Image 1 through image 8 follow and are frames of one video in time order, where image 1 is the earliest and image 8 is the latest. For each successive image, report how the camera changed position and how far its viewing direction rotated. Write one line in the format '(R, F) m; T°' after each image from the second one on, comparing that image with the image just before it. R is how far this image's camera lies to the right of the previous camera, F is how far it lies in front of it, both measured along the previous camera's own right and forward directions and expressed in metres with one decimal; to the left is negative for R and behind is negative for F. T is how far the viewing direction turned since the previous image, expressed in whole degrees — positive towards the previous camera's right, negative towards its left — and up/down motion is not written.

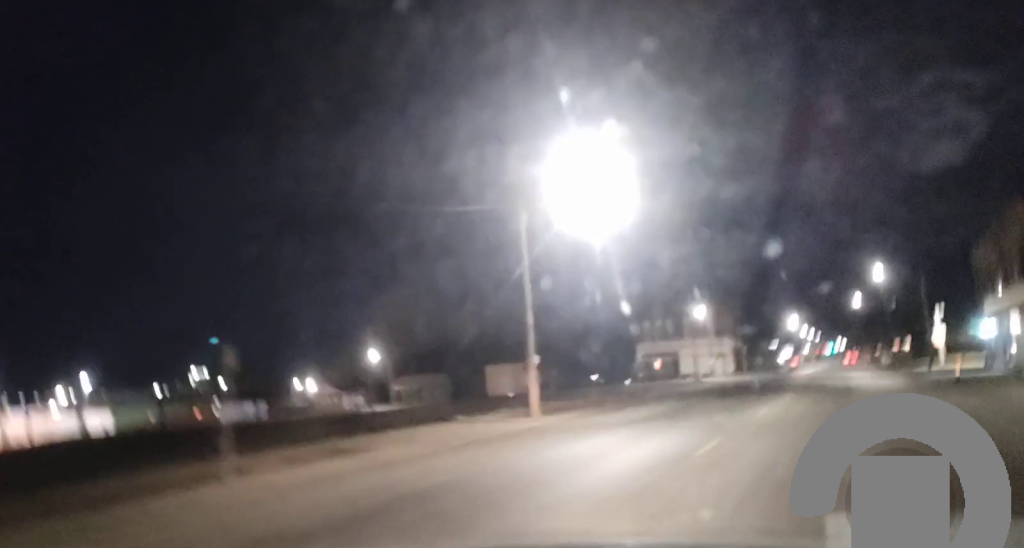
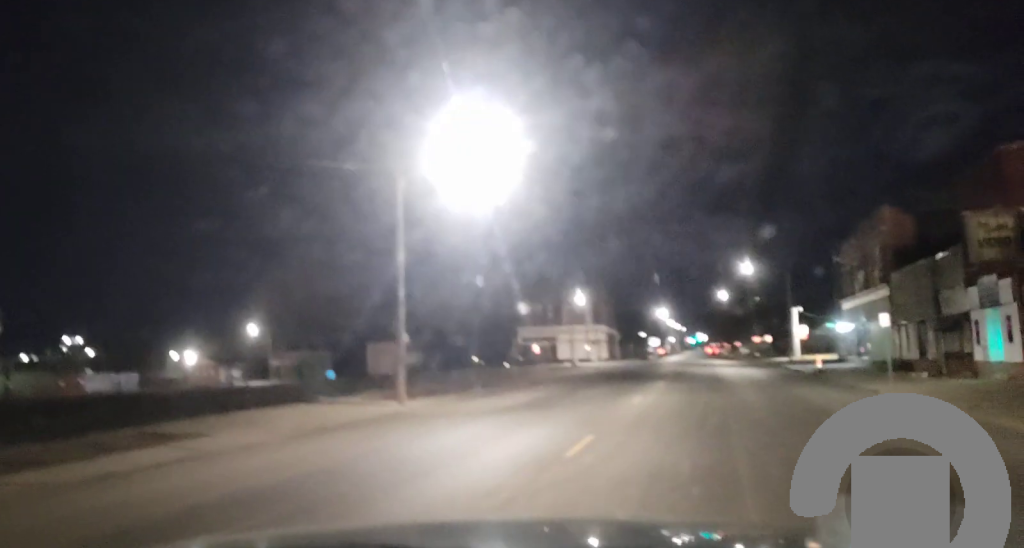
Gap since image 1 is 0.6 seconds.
(+0.3, +3.2) m; +9°
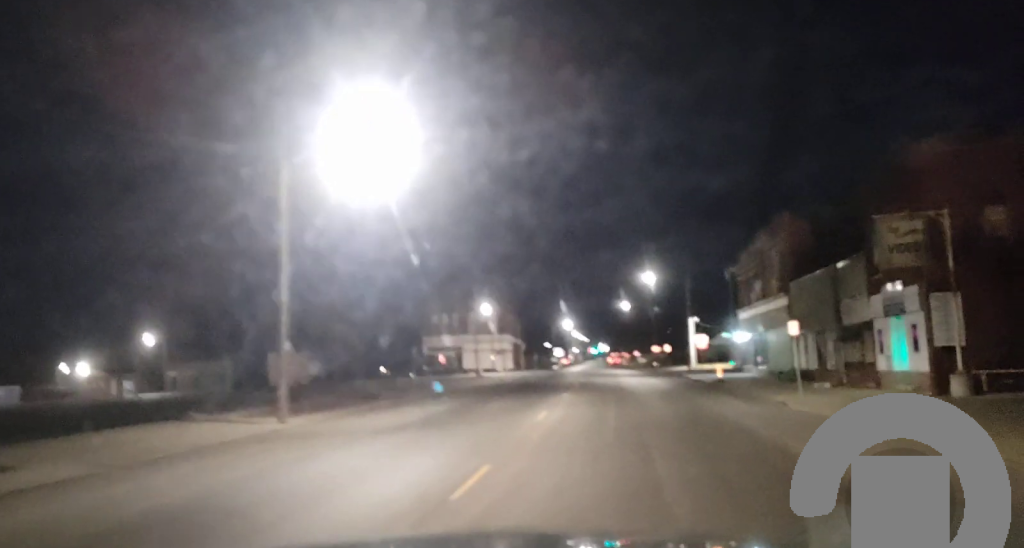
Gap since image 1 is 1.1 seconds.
(+0.3, +3.2) m; +4°
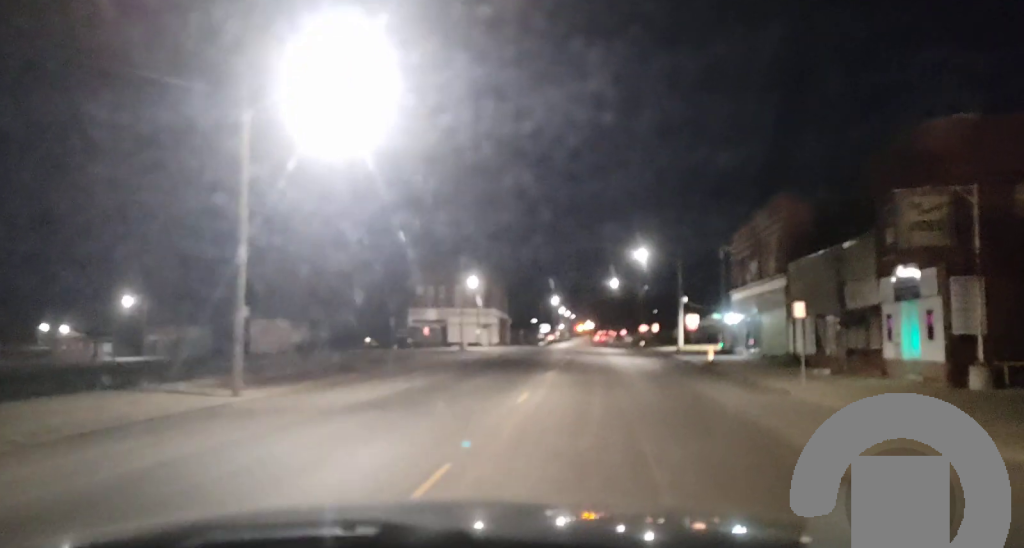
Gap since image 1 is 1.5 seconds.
(+0.2, +2.6) m; +2°
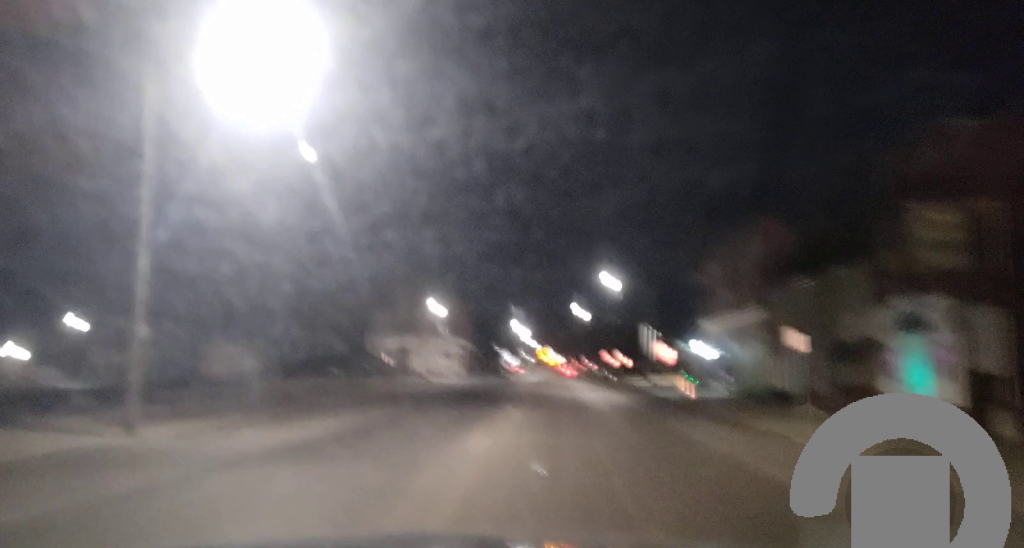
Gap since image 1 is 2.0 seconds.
(+0.1, +4.0) m; +1°
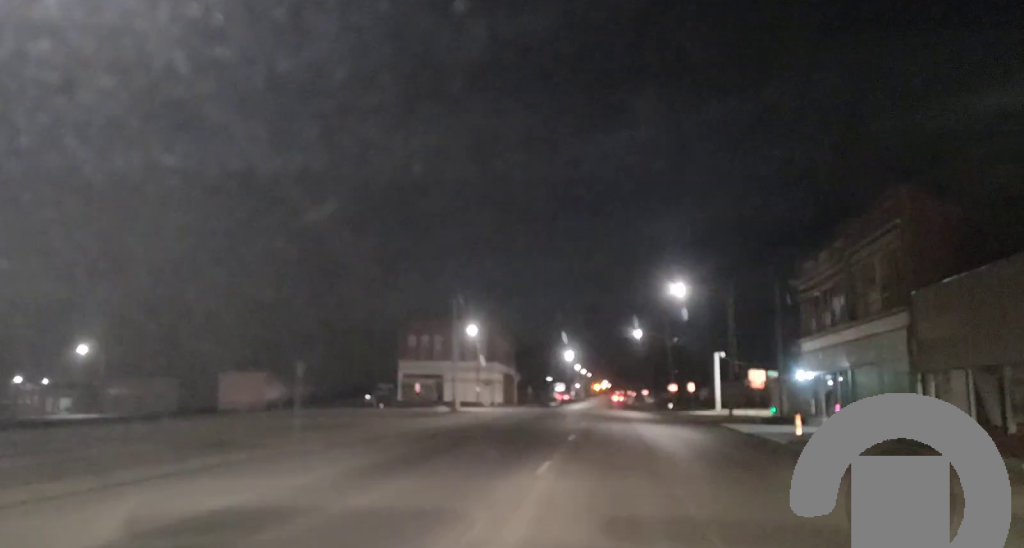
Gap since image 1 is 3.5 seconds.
(-0.3, +11.4) m; -1°
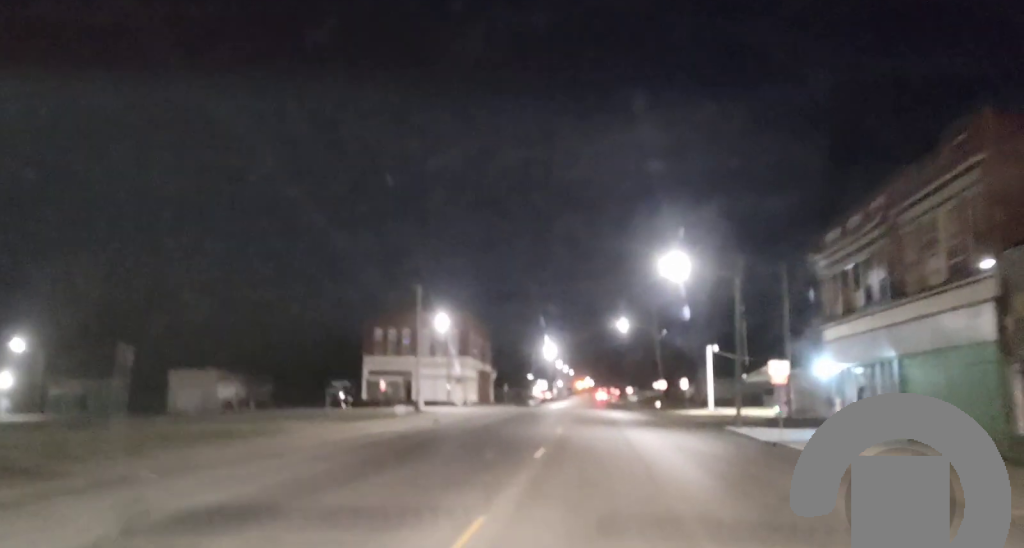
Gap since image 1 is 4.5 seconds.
(+0.1, +9.4) m; +2°
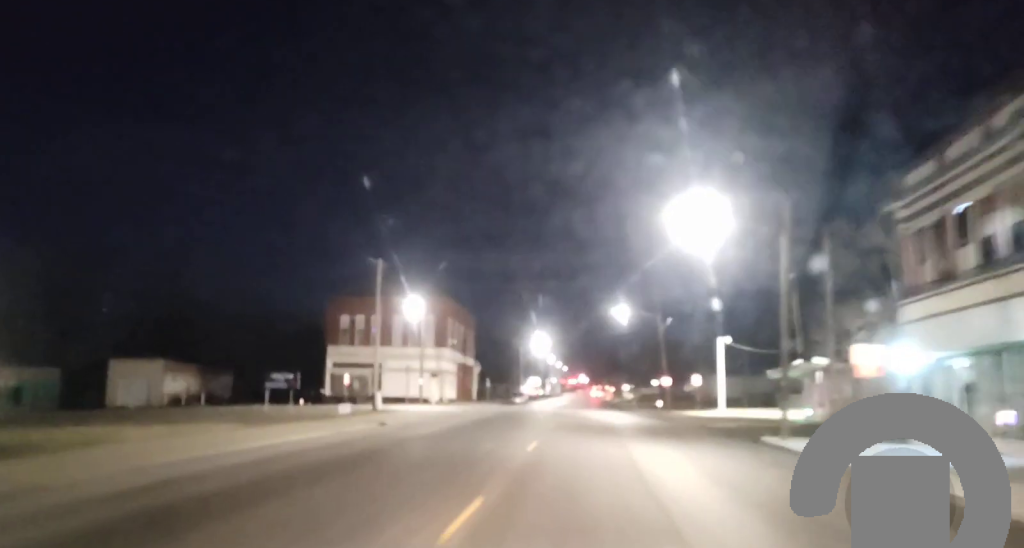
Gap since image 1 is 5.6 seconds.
(+0.2, +11.5) m; +2°
